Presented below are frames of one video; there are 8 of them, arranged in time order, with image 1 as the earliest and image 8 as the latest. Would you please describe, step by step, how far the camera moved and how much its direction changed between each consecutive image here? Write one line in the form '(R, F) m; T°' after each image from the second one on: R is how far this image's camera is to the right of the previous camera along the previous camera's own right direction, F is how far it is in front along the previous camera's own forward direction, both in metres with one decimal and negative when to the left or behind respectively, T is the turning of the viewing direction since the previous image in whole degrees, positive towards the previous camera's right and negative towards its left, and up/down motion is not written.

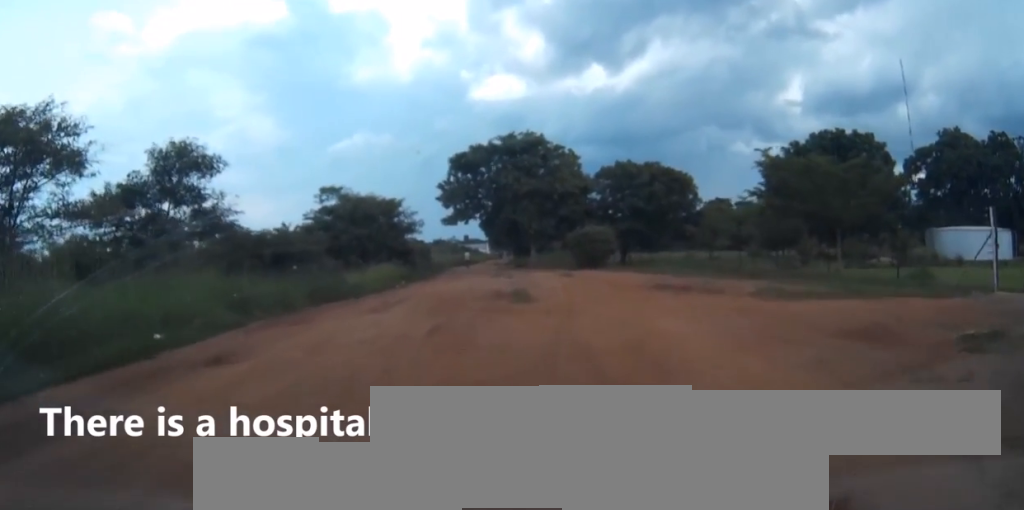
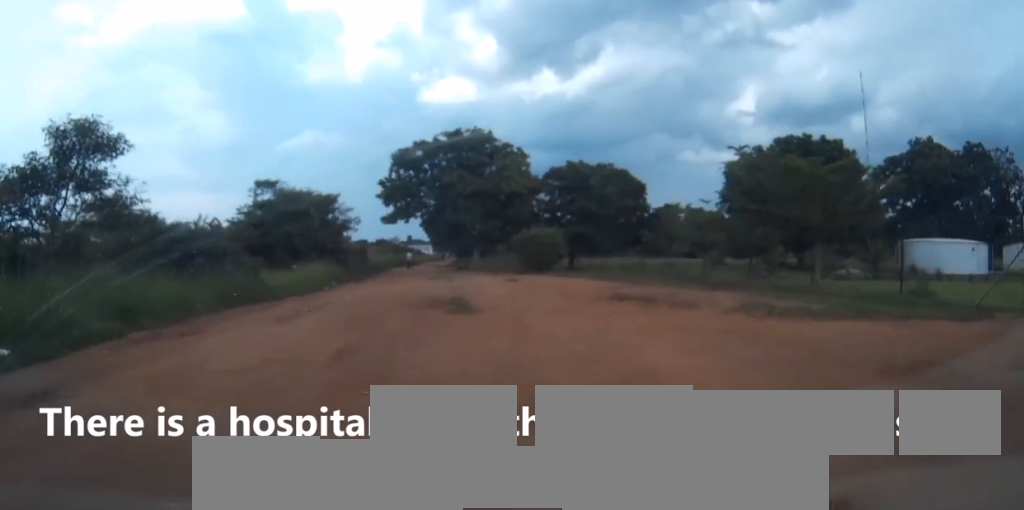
(0.0, +3.2) m; +3°
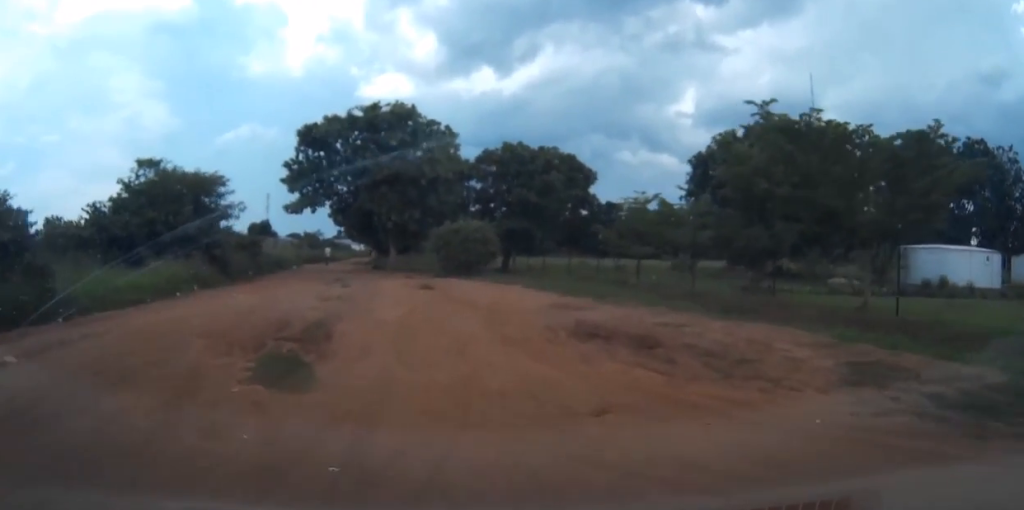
(+0.6, +9.3) m; +5°
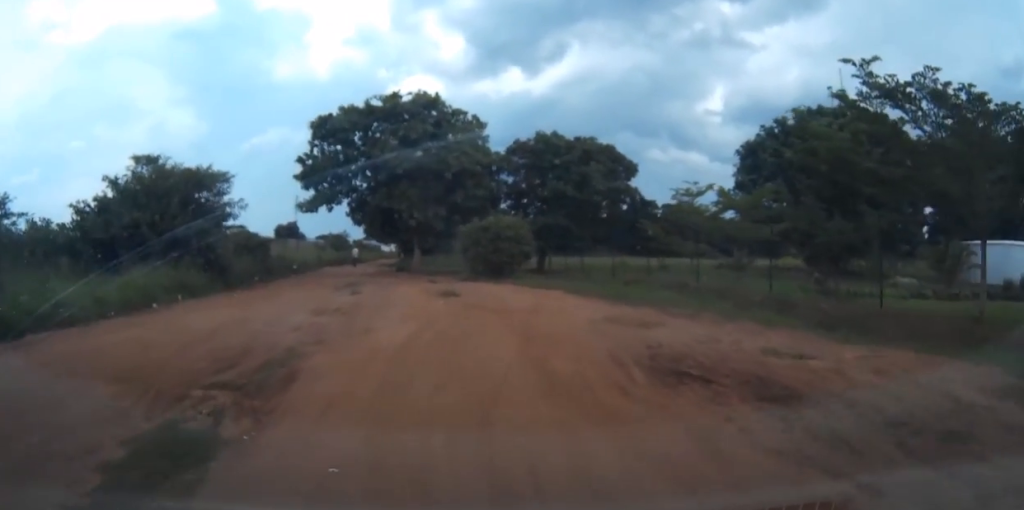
(+0.1, +4.6) m; 0°
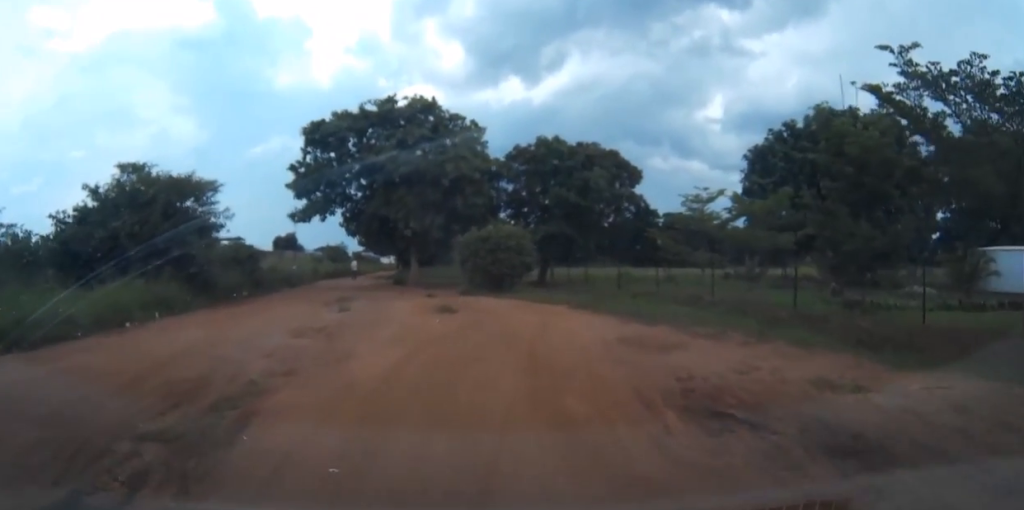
(0.0, +1.7) m; -2°
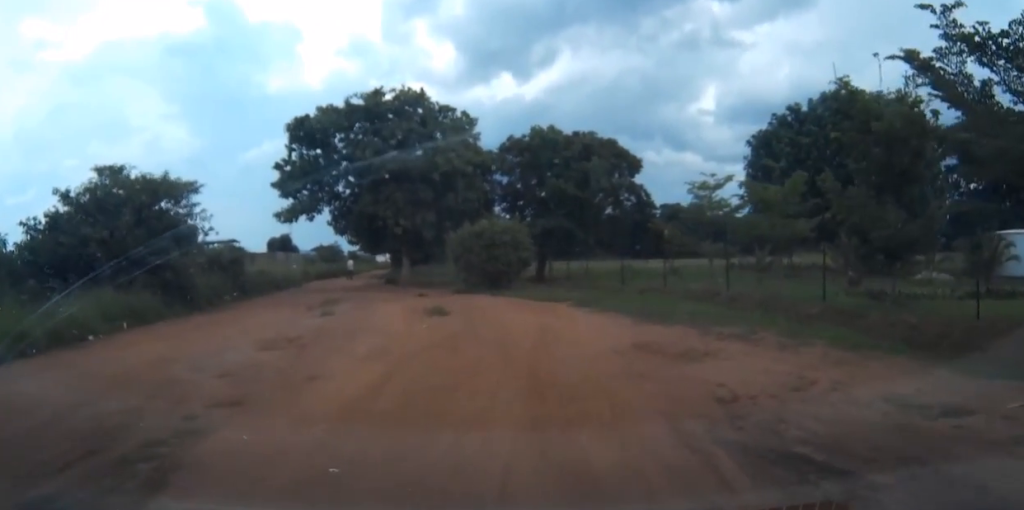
(0.0, +2.2) m; -3°
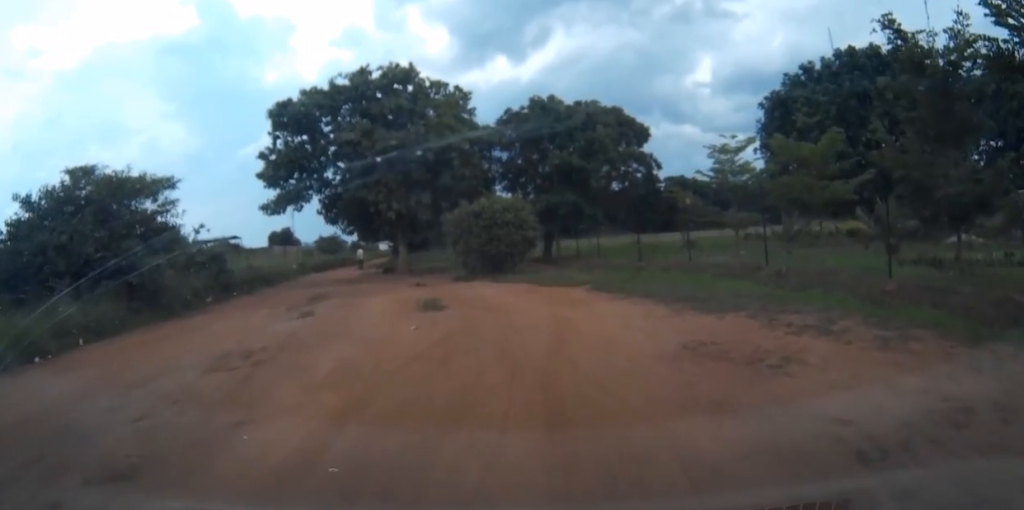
(-0.1, +3.2) m; -1°
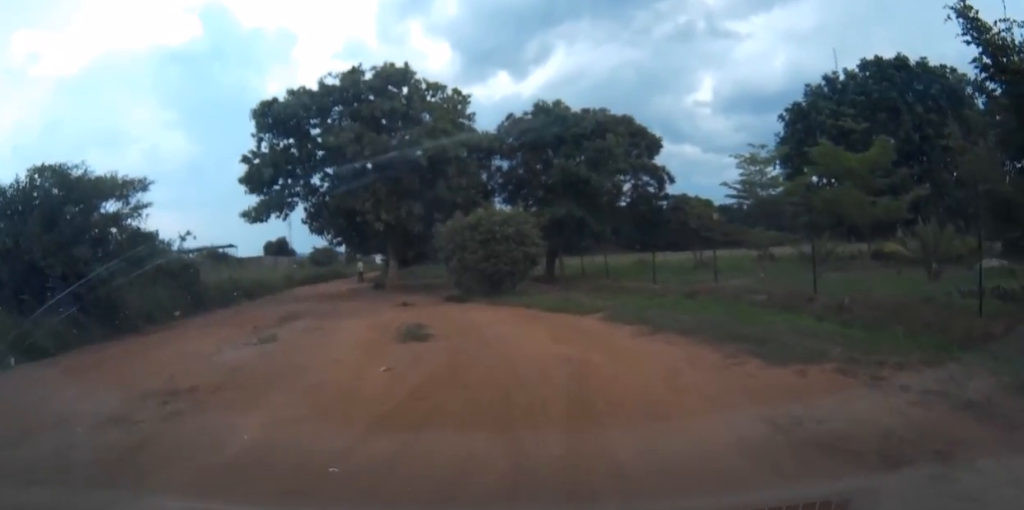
(+0.1, +2.6) m; +2°
